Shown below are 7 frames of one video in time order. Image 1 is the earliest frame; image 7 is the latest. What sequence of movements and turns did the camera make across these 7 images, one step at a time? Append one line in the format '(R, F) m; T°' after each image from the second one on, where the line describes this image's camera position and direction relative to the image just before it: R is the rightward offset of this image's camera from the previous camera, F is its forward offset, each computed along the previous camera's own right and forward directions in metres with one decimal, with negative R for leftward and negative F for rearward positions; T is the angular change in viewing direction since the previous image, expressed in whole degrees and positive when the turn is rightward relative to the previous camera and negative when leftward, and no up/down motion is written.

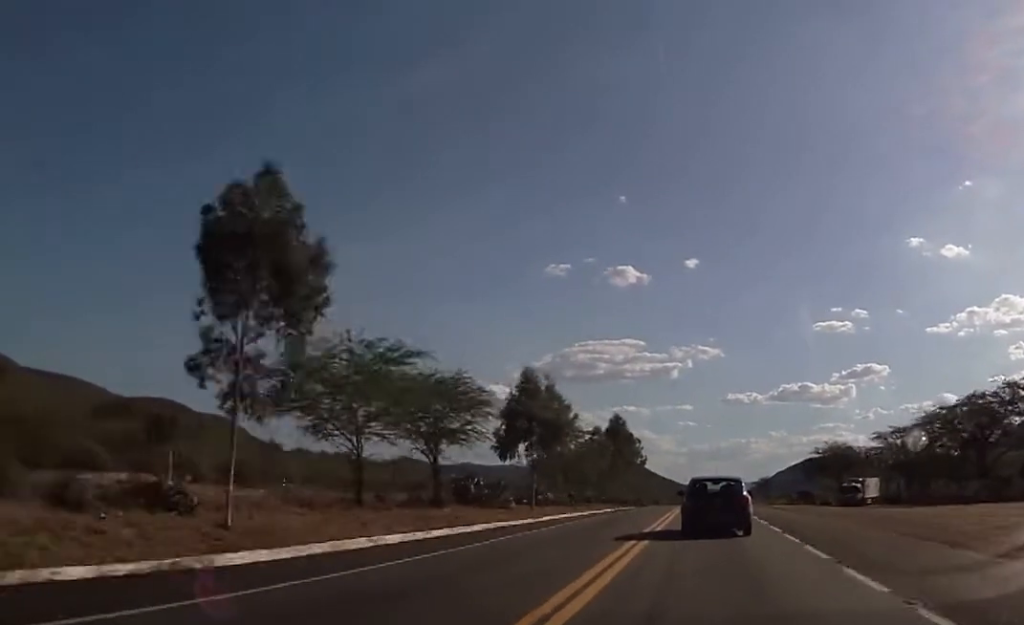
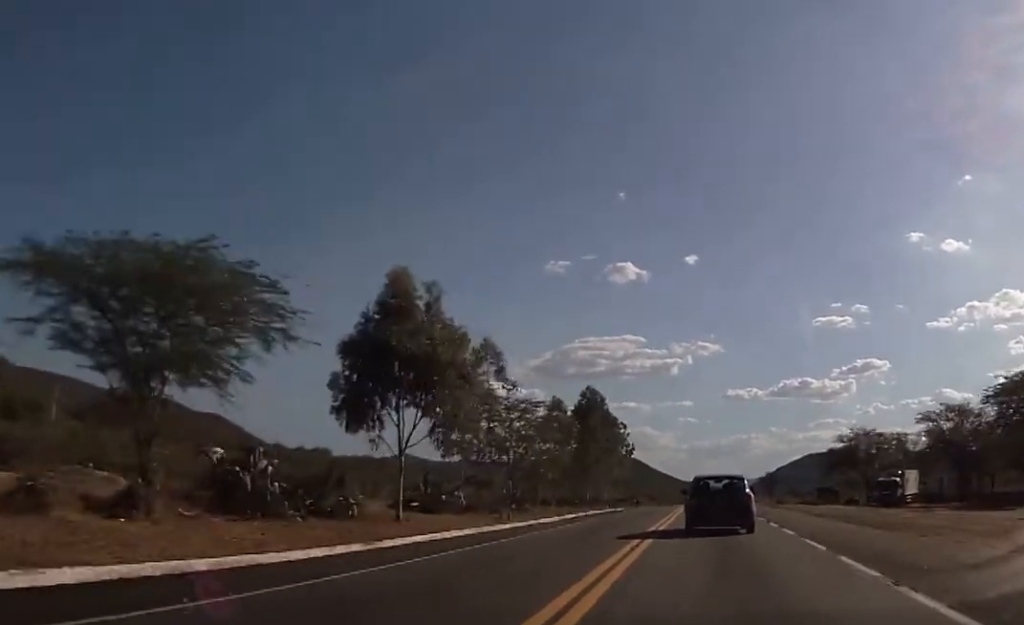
(-0.4, +21.1) m; 0°
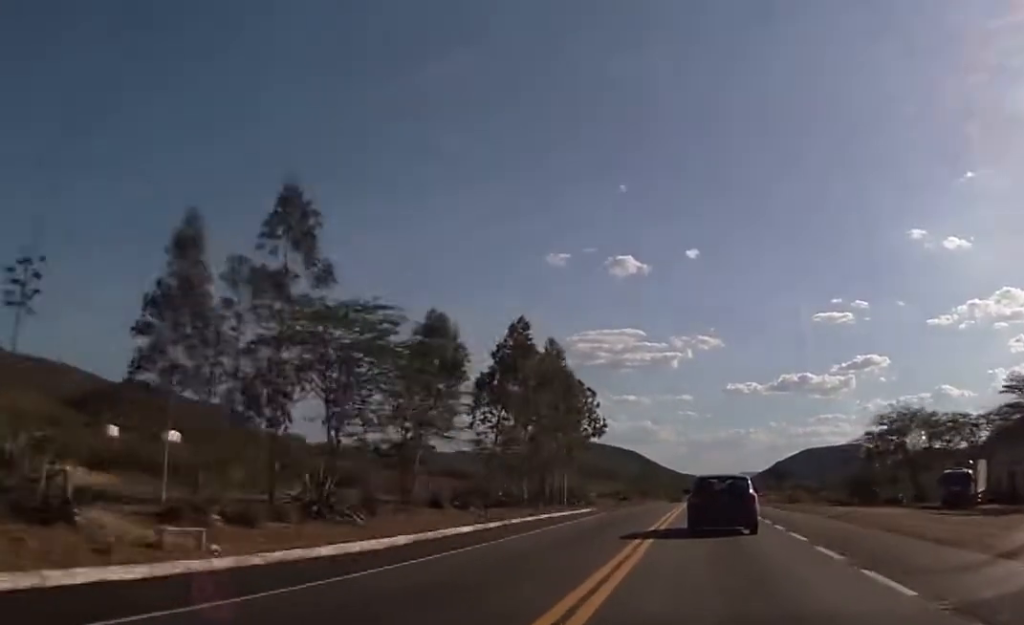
(+0.3, +23.9) m; +1°
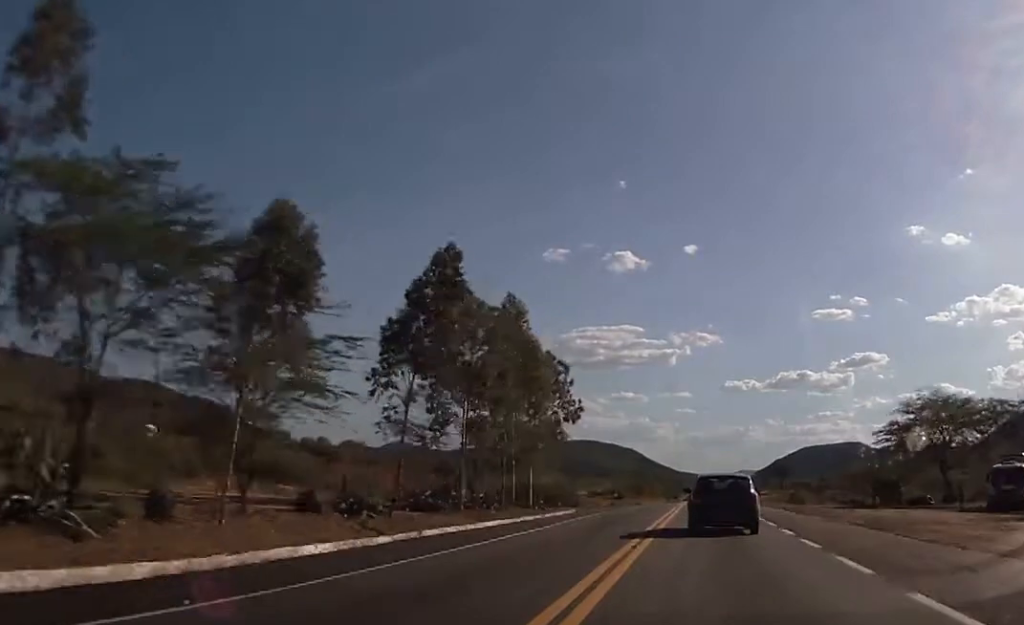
(+0.1, +11.2) m; 0°
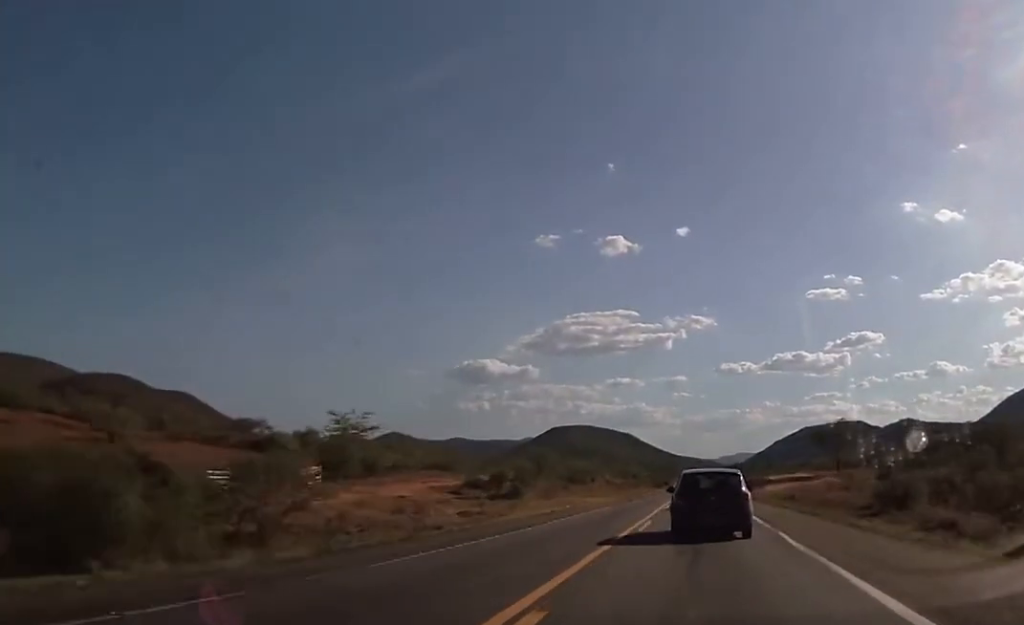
(-0.9, +80.4) m; -1°
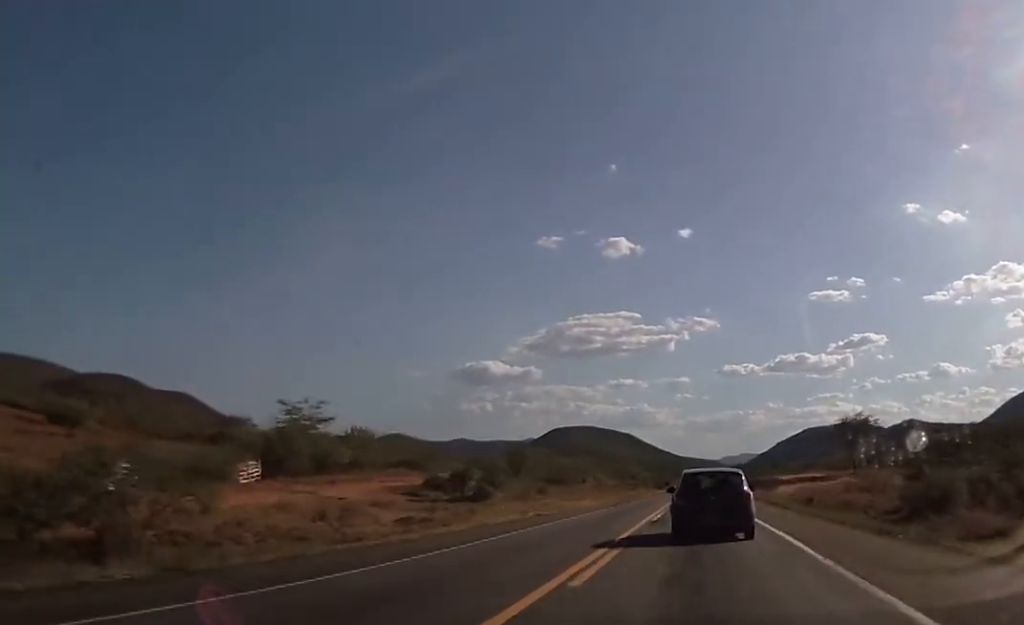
(0.0, +10.8) m; 0°
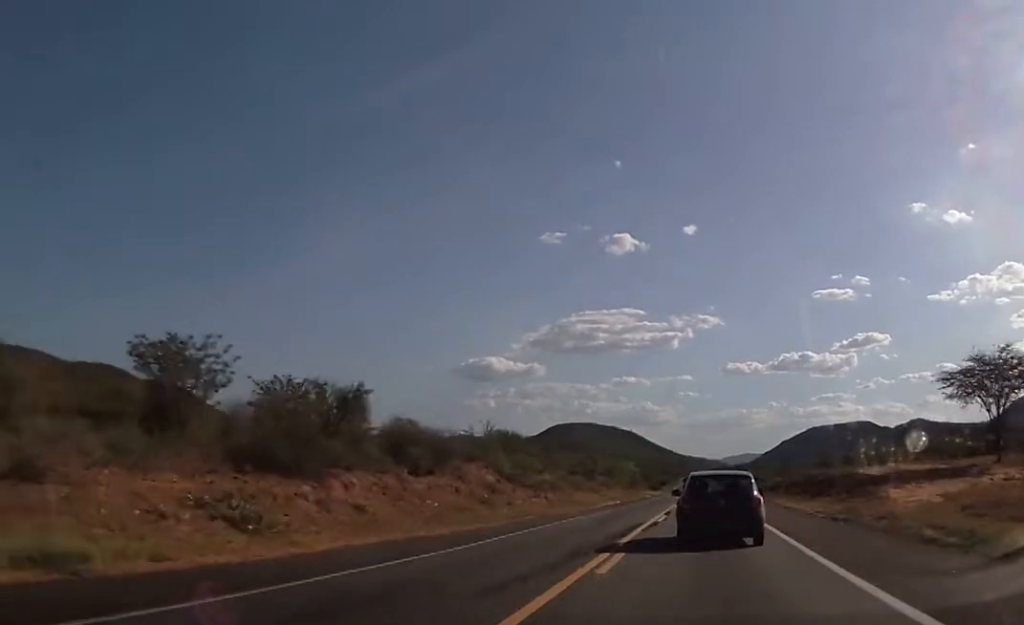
(0.0, +49.9) m; 0°
